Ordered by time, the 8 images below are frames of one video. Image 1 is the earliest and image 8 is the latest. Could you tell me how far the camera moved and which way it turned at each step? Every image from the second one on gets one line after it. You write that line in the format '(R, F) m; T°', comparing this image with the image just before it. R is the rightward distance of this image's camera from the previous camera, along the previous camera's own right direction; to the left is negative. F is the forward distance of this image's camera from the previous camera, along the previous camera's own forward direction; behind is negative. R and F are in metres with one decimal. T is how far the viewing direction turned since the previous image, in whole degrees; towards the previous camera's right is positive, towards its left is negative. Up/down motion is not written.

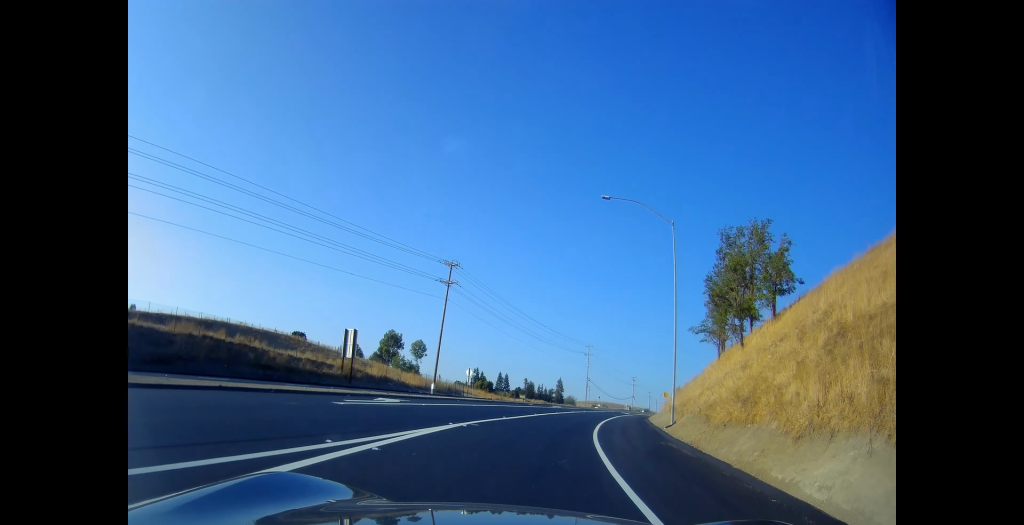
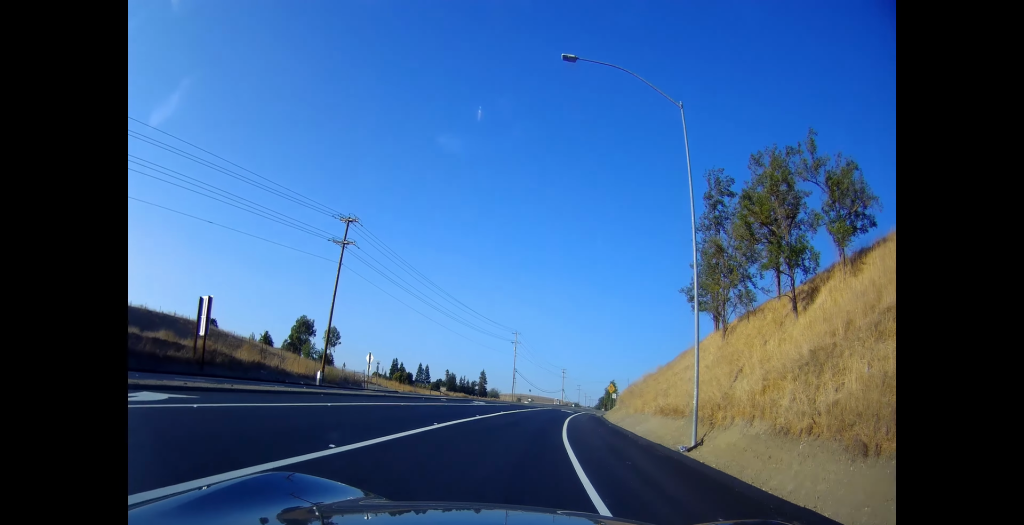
(+2.0, +13.5) m; +13°
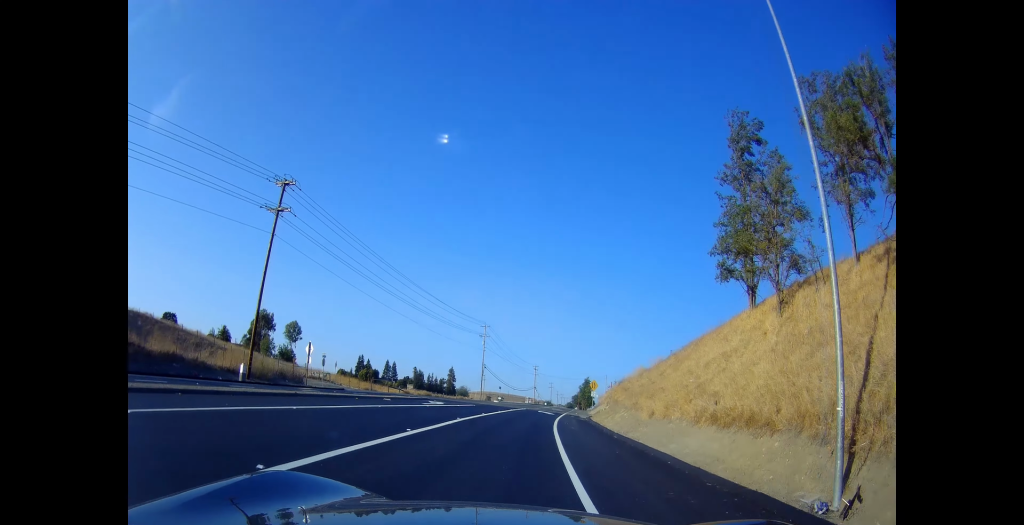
(+0.4, +9.2) m; +5°
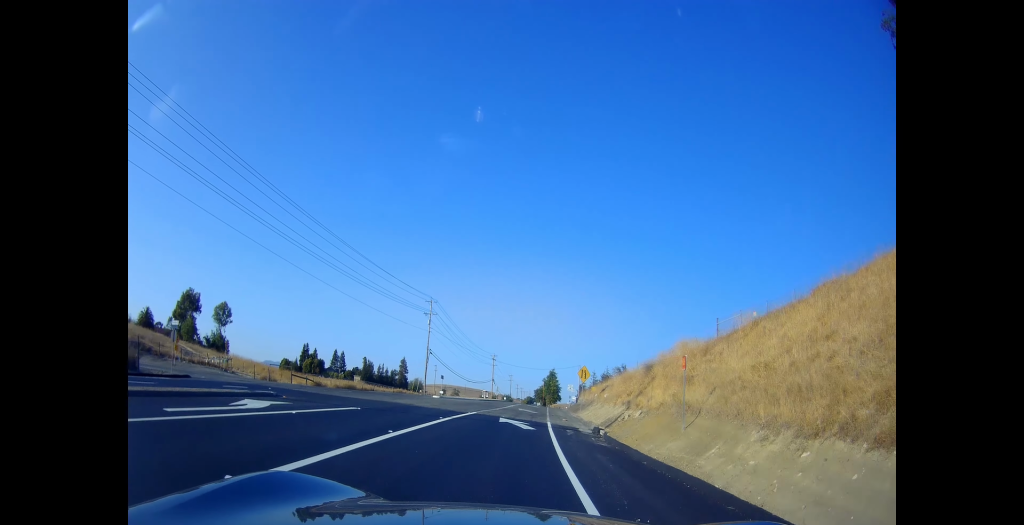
(+1.2, +22.1) m; +4°
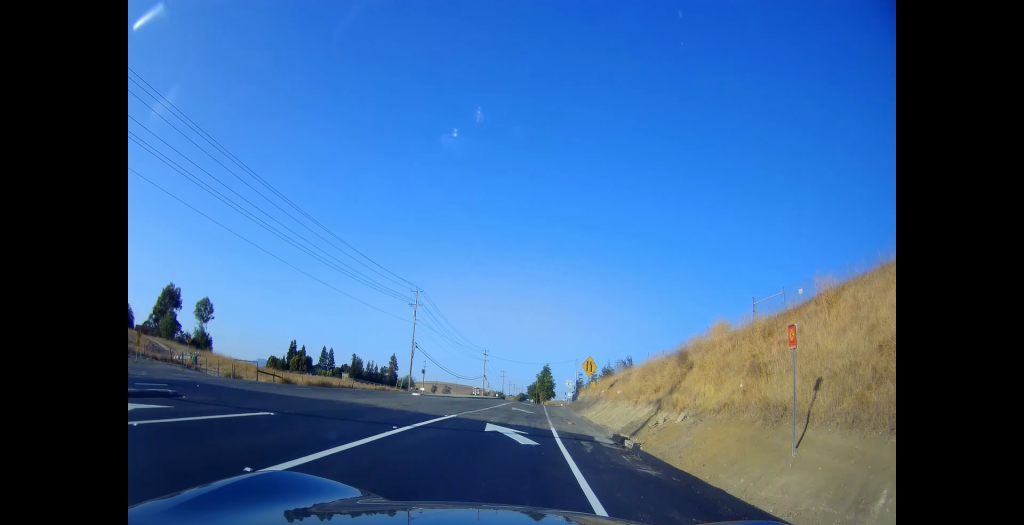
(0.0, +6.5) m; 0°
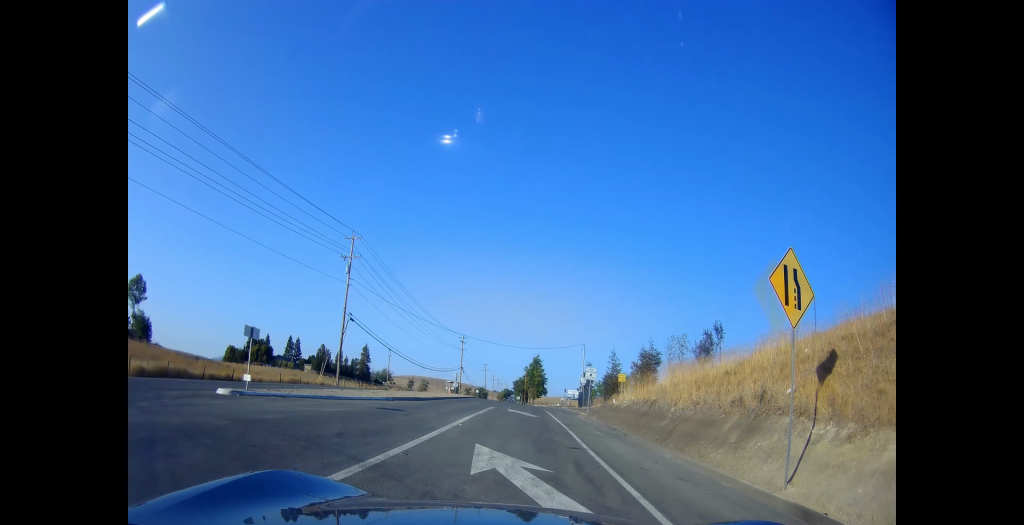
(+0.7, +27.6) m; +3°
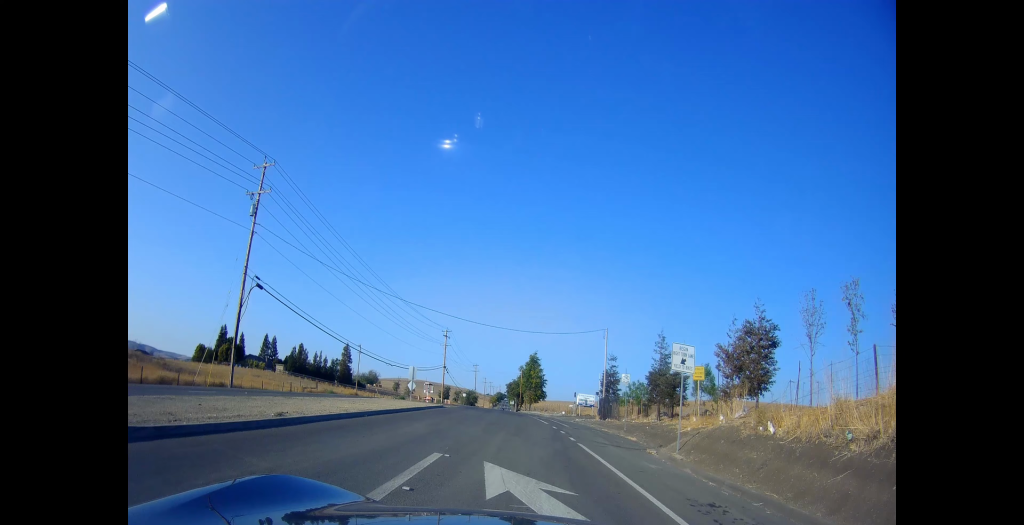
(+0.5, +21.2) m; -1°
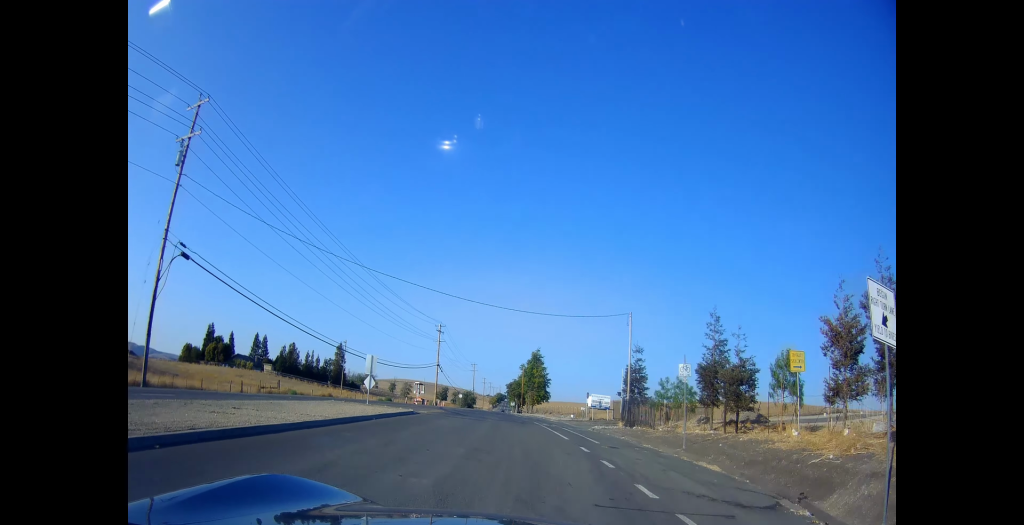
(-0.4, +10.5) m; +1°
